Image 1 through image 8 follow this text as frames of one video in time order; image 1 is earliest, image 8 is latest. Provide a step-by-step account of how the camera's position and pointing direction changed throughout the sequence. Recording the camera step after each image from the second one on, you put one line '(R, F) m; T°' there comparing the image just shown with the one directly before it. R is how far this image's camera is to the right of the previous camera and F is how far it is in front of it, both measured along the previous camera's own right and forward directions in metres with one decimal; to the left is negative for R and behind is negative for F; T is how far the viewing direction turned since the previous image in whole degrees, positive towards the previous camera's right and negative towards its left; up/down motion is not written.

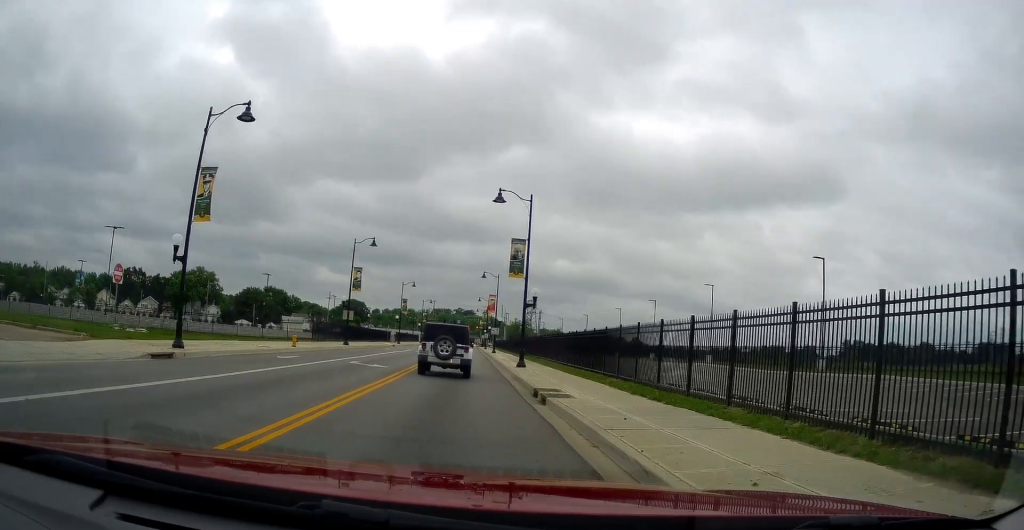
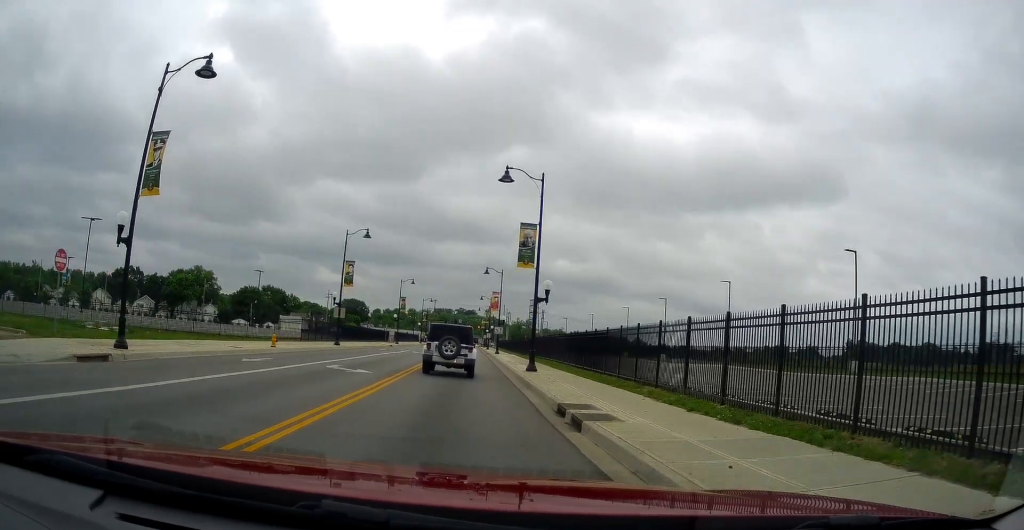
(+0.1, +4.5) m; 0°
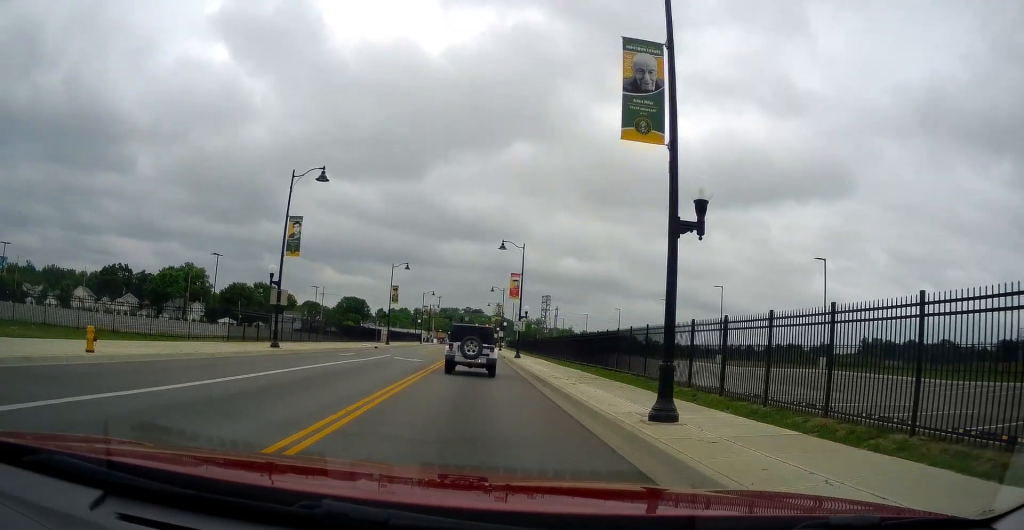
(+0.1, +18.0) m; -4°
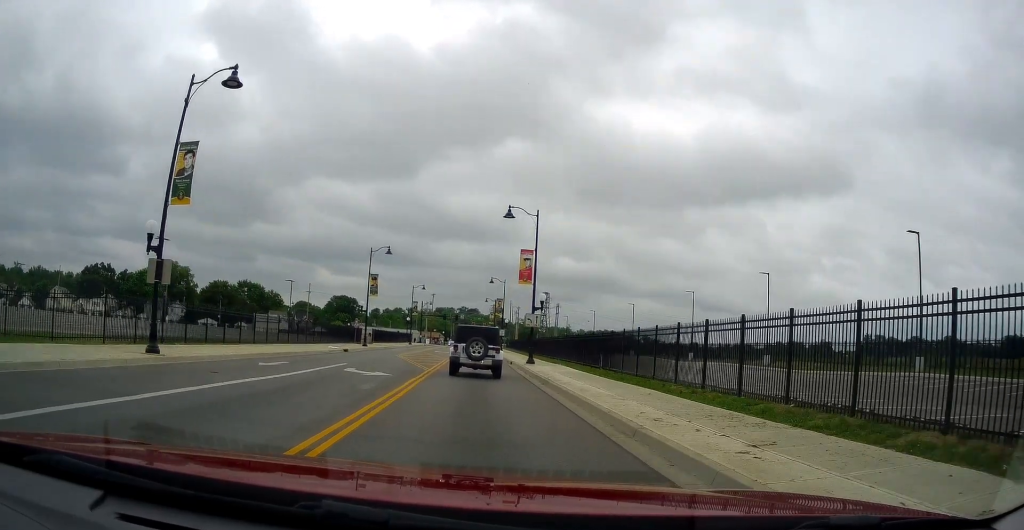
(-0.6, +12.7) m; +1°
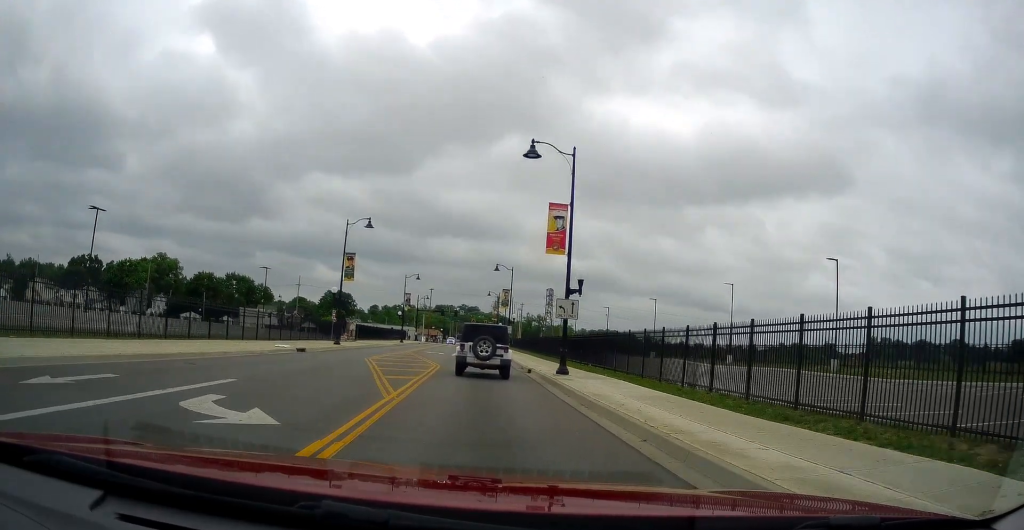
(+0.9, +12.1) m; +2°
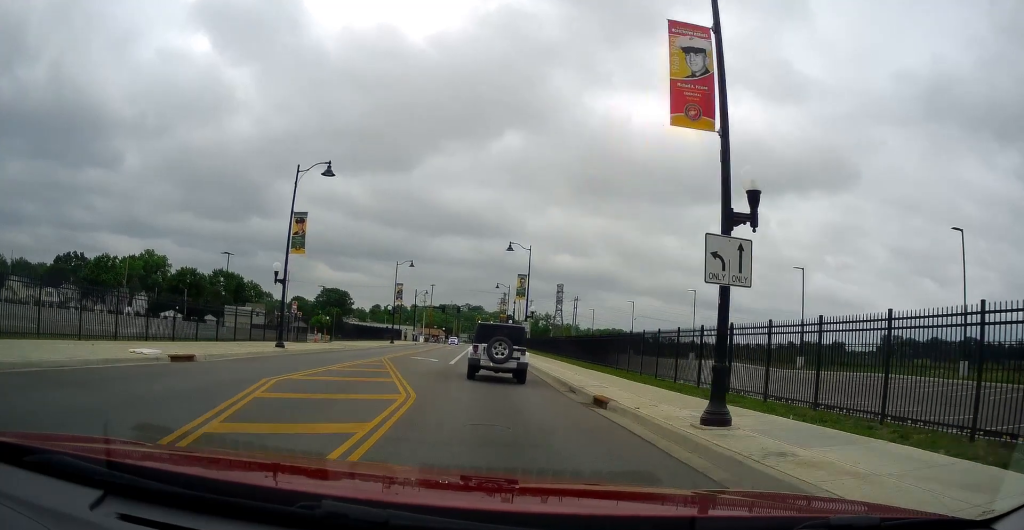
(-0.4, +14.7) m; -4°
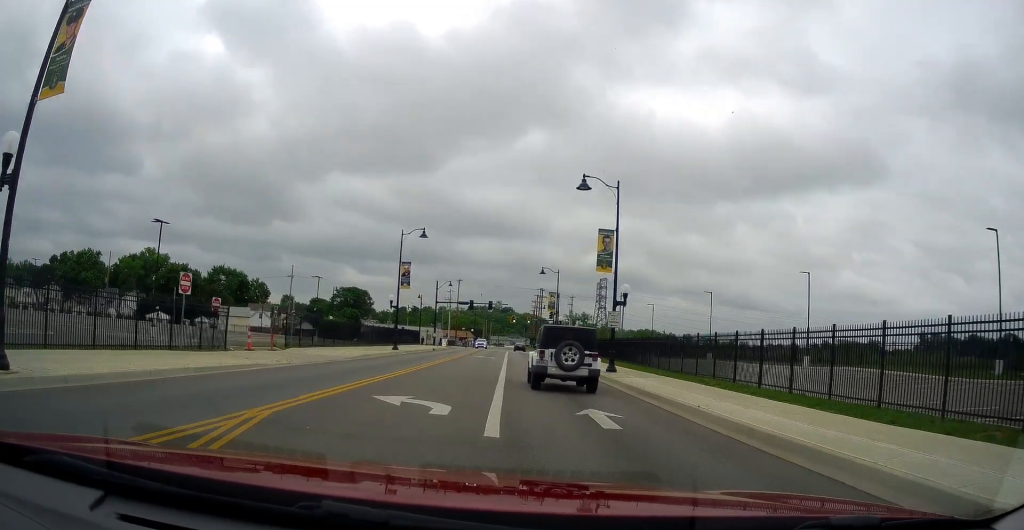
(0.0, +21.1) m; +1°
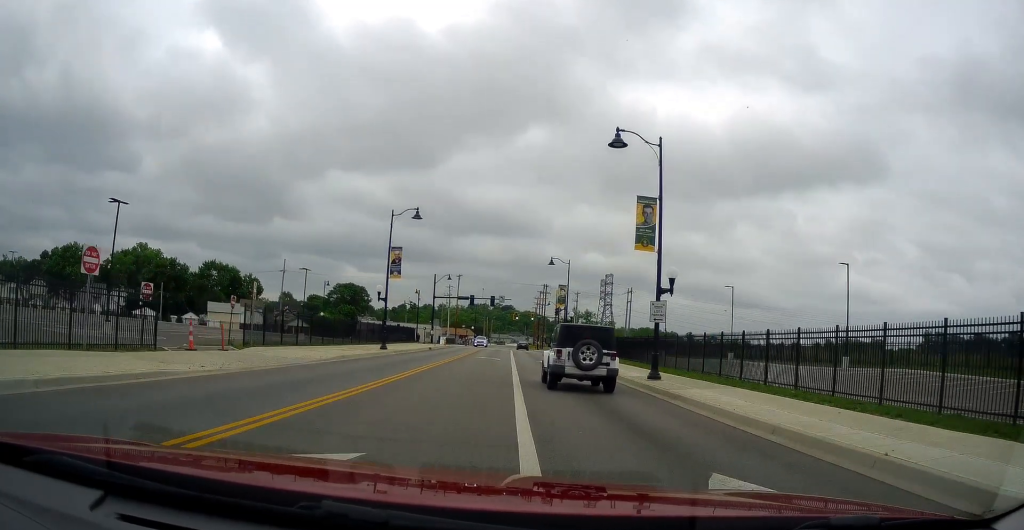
(+0.2, +6.5) m; 0°
